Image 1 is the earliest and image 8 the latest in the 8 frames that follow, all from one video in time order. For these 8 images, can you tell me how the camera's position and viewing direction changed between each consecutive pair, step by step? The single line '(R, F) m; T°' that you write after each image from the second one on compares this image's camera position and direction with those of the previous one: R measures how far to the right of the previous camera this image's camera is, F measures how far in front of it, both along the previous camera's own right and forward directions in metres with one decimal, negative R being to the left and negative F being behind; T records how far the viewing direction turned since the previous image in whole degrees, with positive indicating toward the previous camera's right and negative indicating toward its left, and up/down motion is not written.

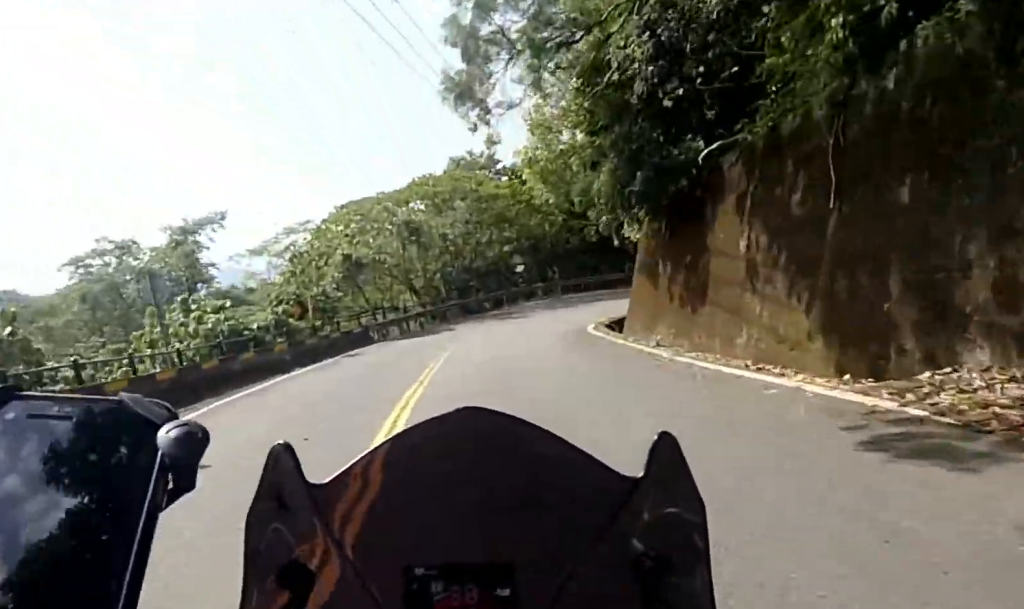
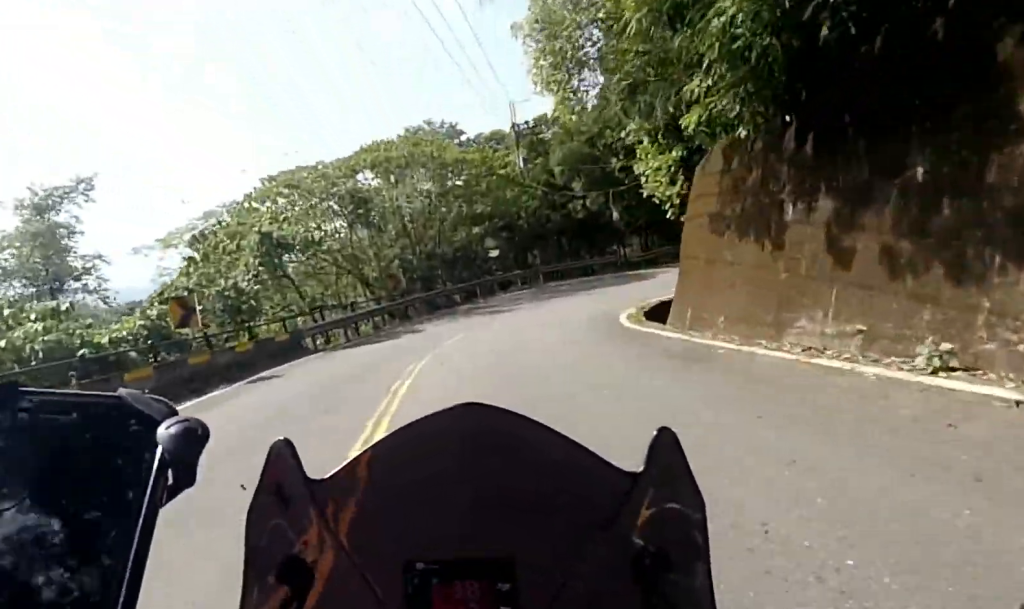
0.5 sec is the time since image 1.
(-0.2, +6.0) m; +11°
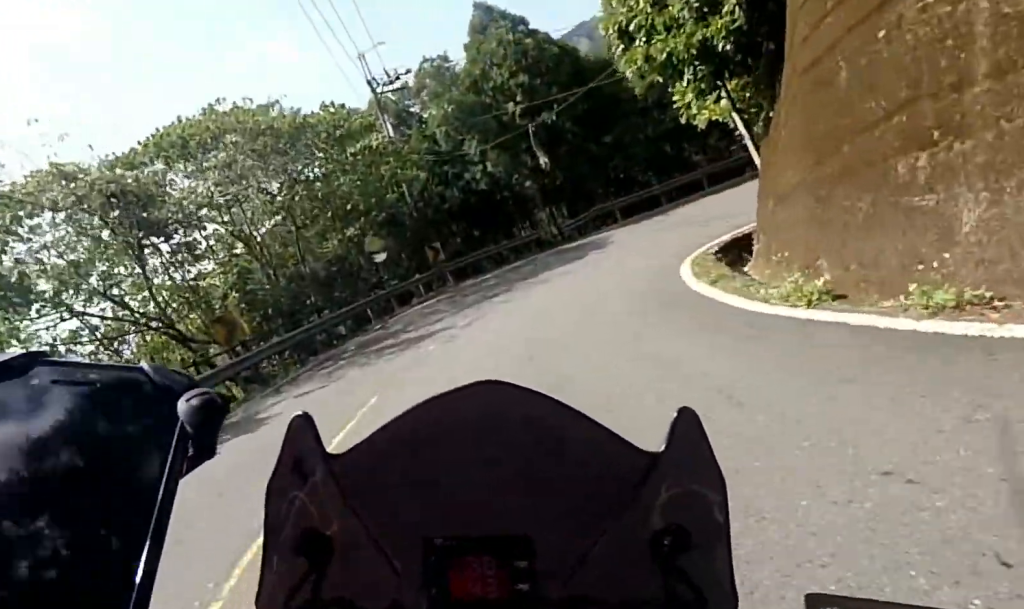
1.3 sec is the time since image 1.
(+2.6, +7.7) m; +22°
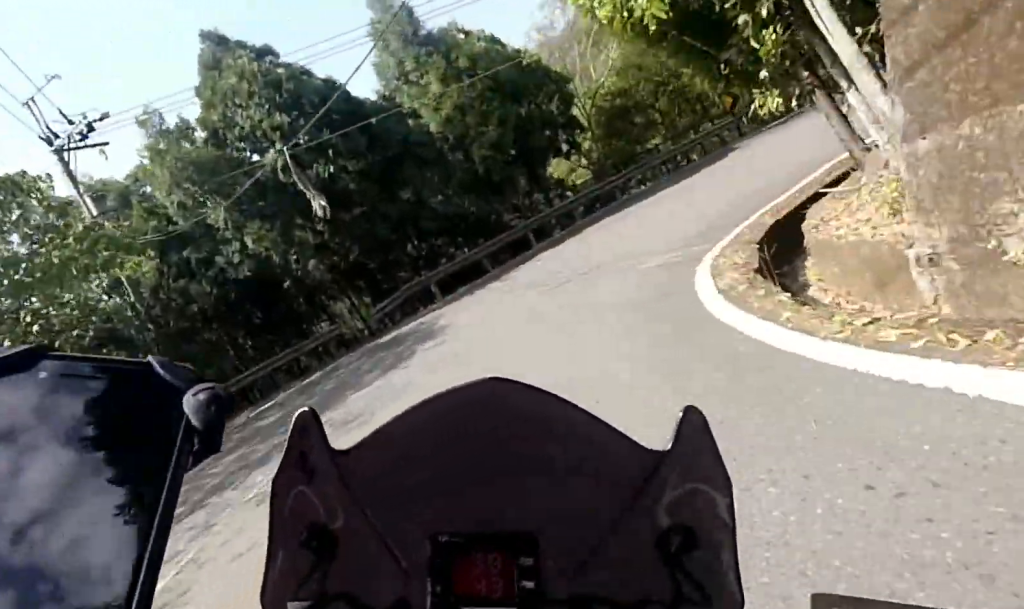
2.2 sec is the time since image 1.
(+1.0, +7.8) m; +7°
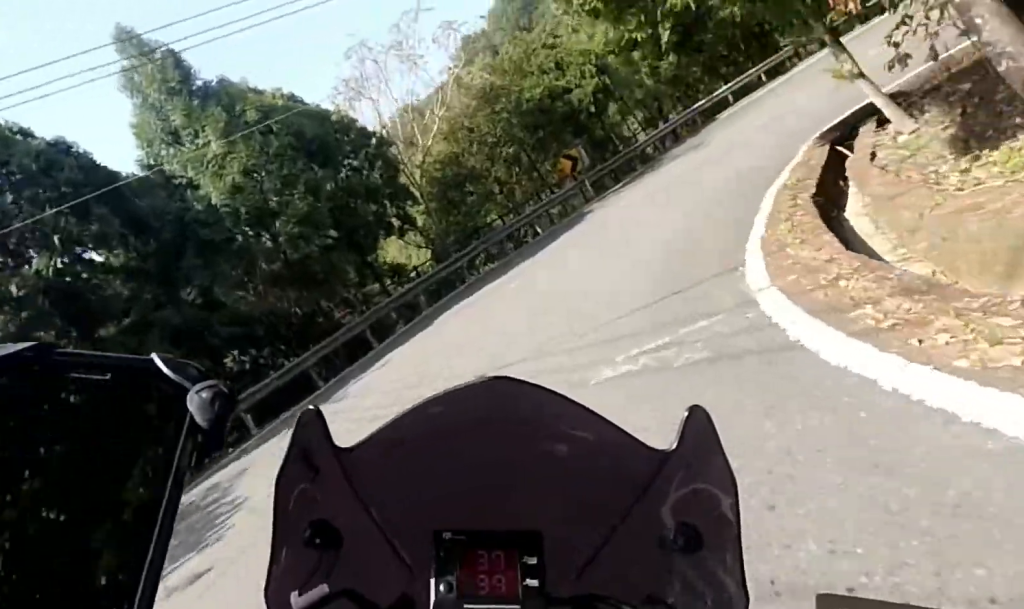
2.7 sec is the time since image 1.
(+0.2, +5.7) m; +5°
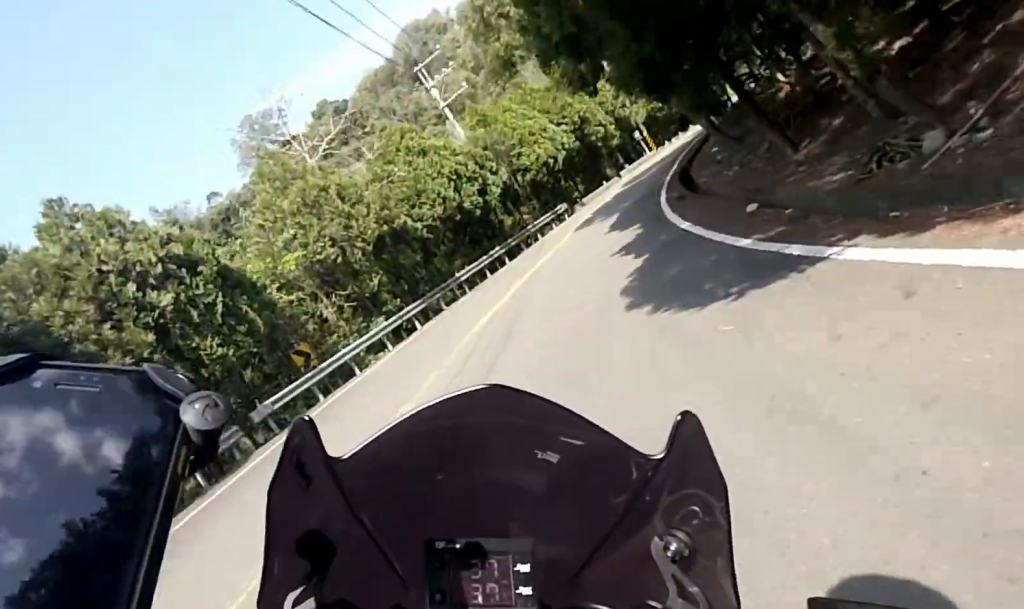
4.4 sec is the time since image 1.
(+3.0, +17.1) m; +50°
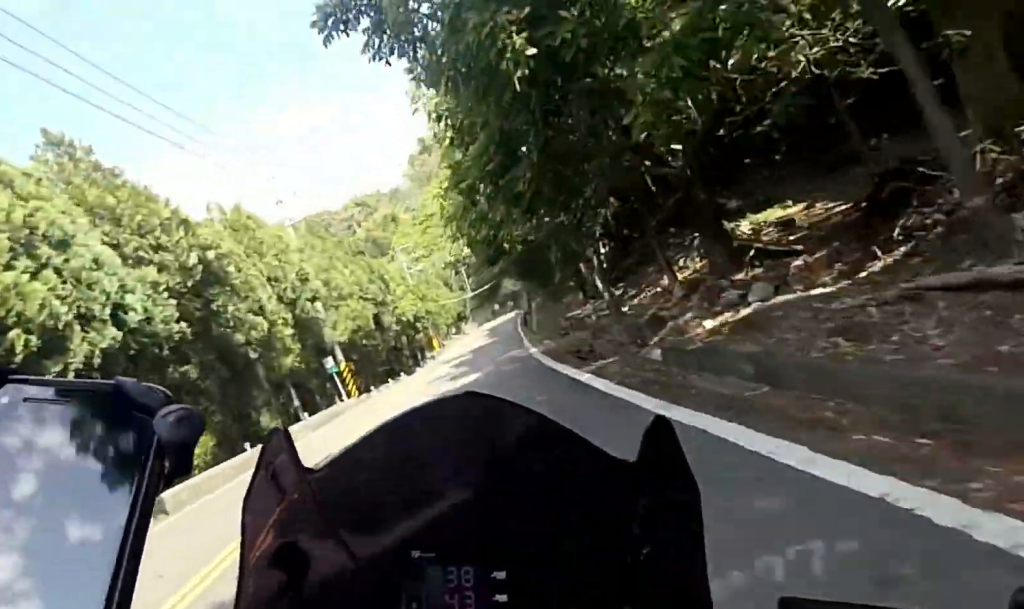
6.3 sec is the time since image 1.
(+15.7, +29.3) m; +39°
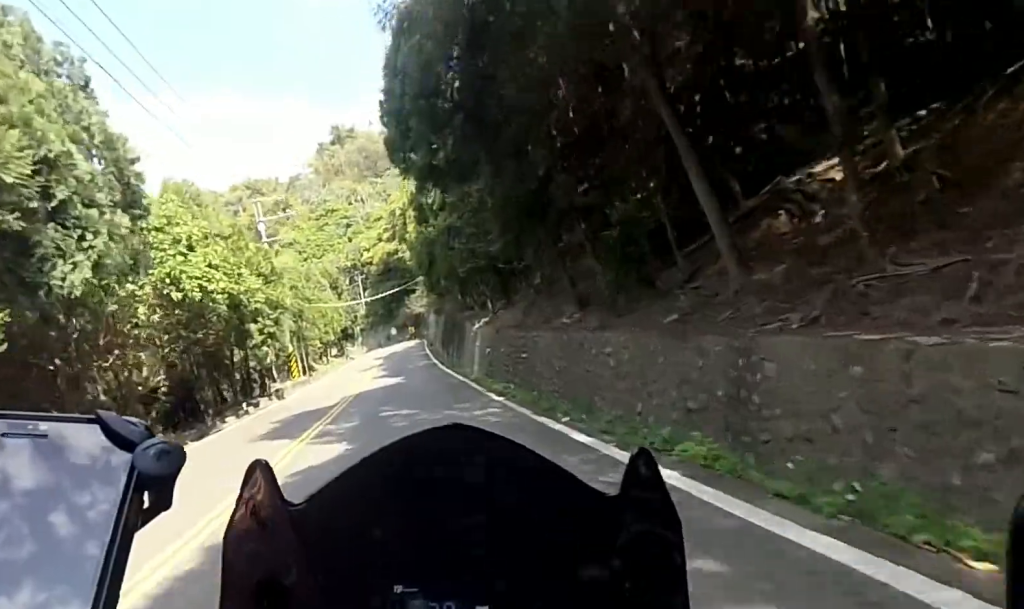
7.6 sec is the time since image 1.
(+2.7, +26.4) m; +9°
